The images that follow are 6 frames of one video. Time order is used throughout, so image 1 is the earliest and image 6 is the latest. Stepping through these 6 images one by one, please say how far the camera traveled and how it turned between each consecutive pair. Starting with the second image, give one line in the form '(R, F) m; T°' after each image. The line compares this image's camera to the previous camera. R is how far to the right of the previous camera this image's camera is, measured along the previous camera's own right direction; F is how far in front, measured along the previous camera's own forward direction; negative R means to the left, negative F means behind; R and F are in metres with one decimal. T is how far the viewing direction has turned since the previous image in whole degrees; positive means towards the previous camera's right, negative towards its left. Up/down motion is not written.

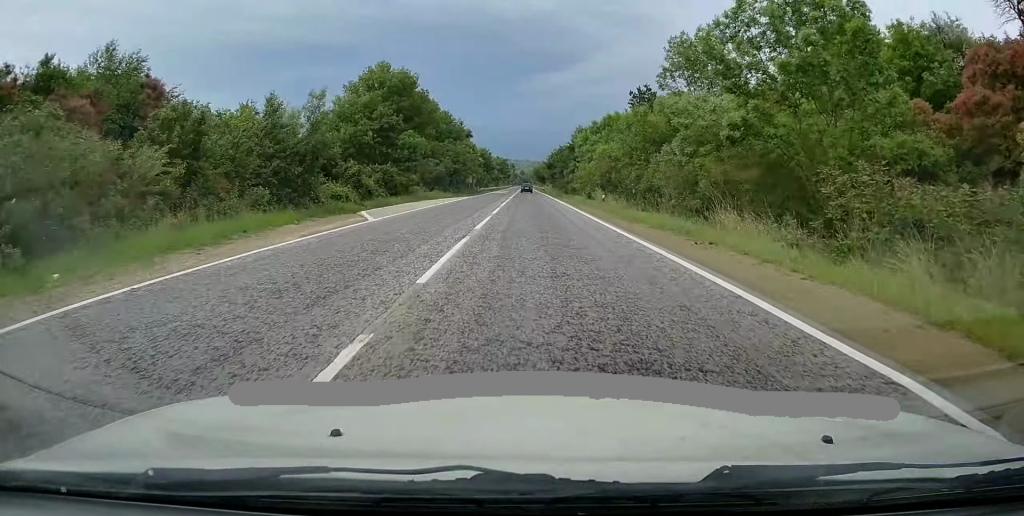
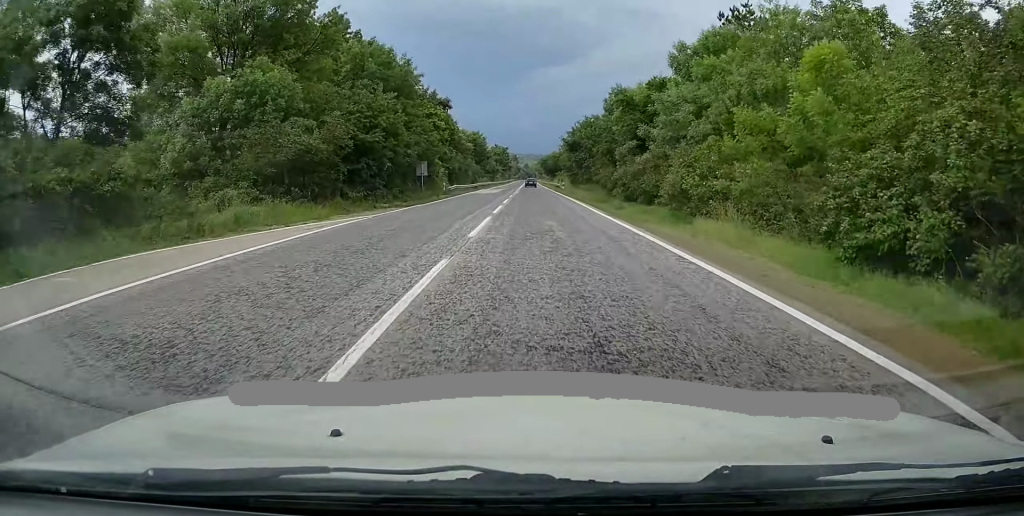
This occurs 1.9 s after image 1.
(+0.2, +39.7) m; 0°
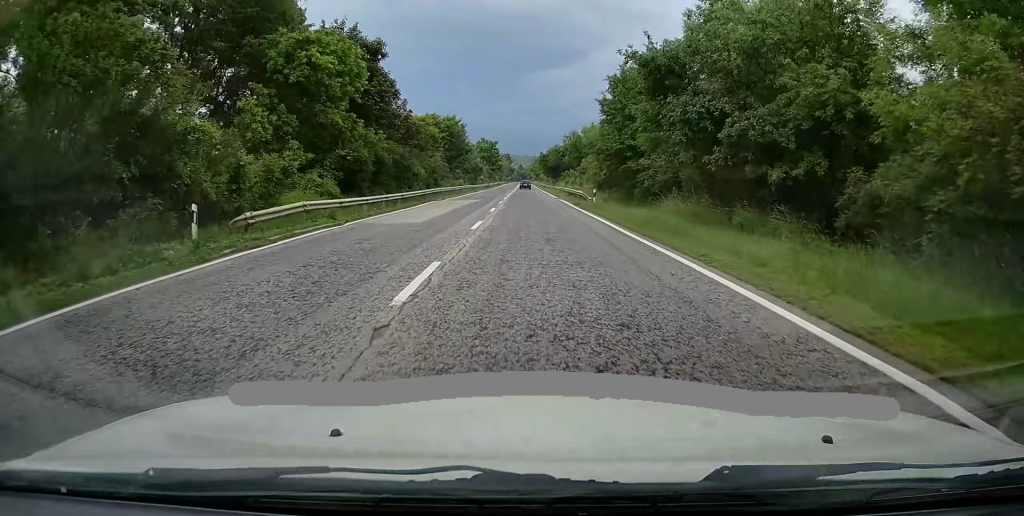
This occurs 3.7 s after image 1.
(-0.2, +37.3) m; 0°
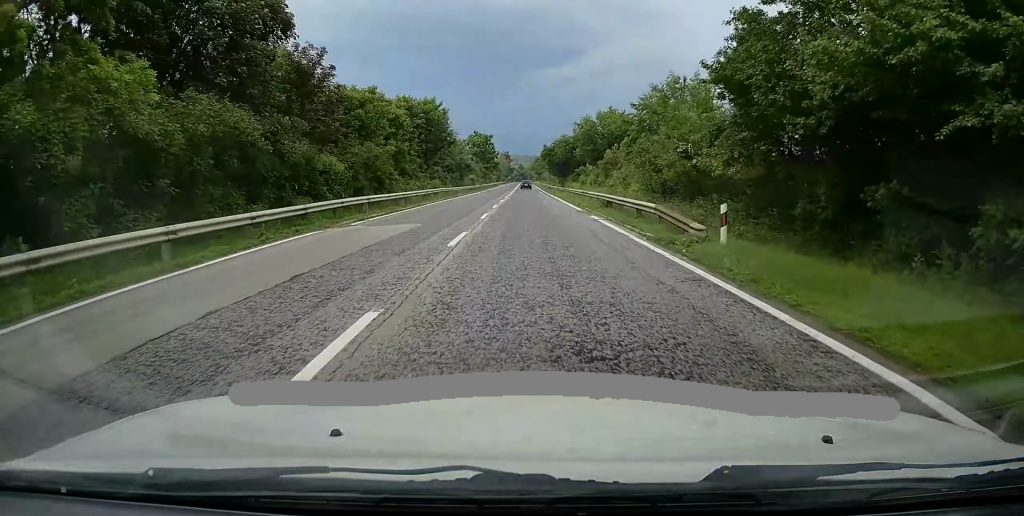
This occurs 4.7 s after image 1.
(+0.1, +22.1) m; 0°
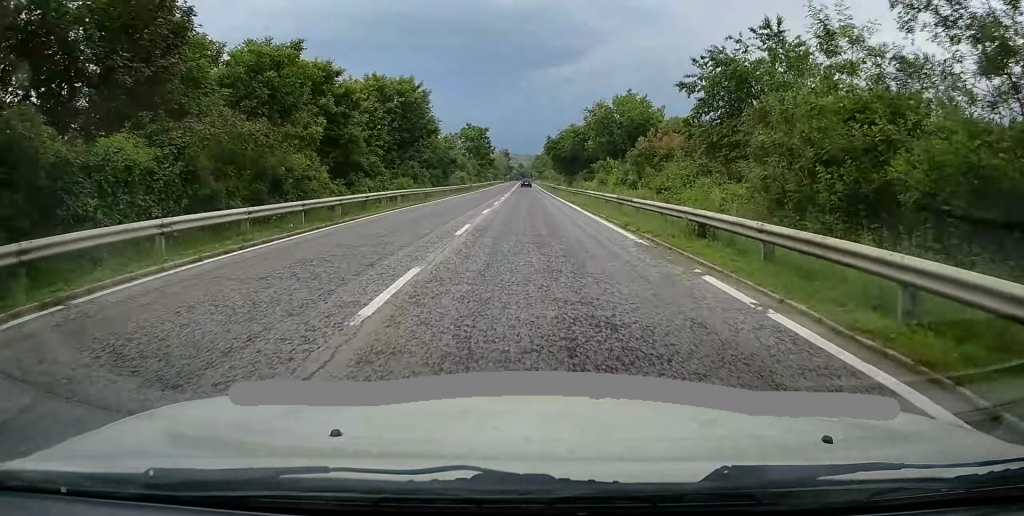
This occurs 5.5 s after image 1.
(0.0, +15.1) m; 0°
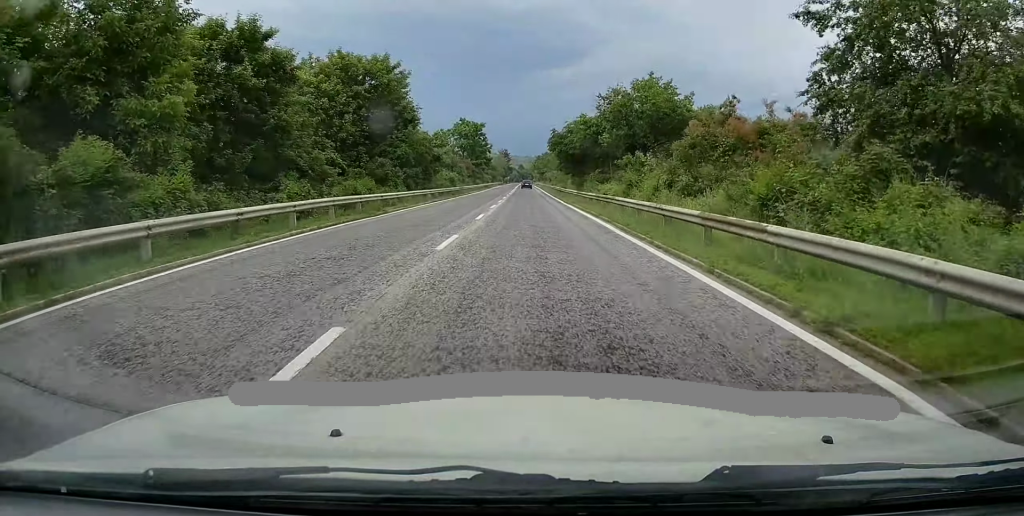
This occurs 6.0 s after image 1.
(0.0, +11.9) m; 0°
